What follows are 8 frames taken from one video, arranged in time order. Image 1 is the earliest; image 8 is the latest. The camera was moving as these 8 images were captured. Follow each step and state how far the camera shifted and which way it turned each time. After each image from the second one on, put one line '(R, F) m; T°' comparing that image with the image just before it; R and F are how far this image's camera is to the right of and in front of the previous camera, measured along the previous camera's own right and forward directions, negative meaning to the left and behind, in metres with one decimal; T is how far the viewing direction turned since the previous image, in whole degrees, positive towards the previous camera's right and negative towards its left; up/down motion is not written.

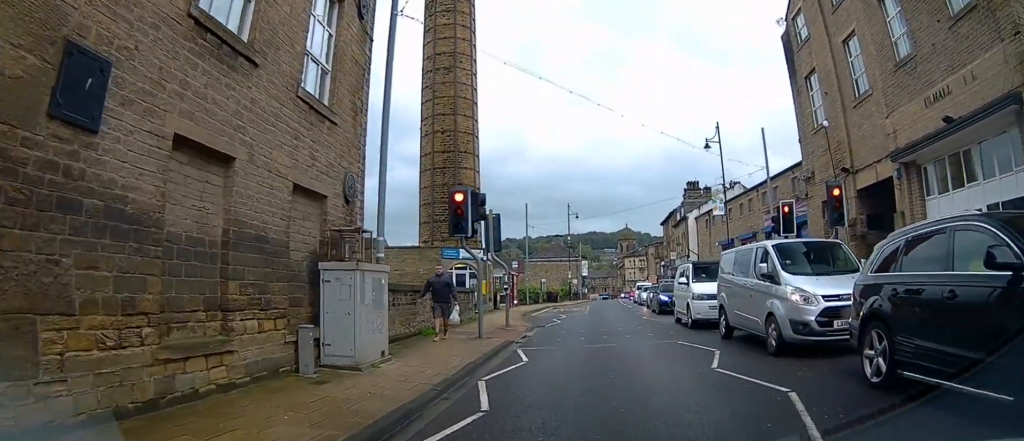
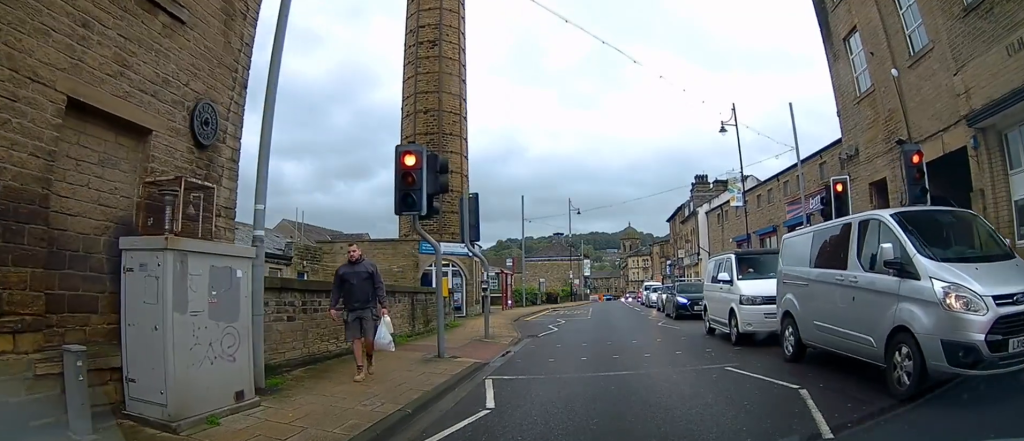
(-0.2, +4.2) m; +2°
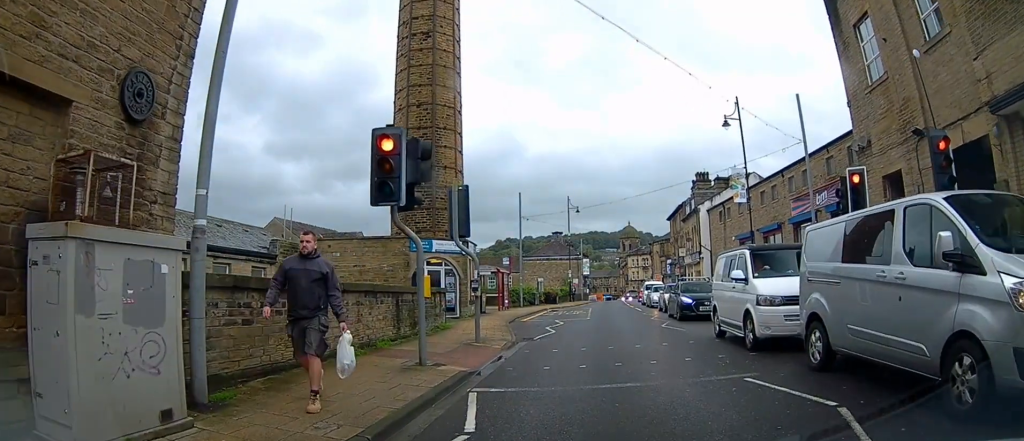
(0.0, +1.2) m; +4°
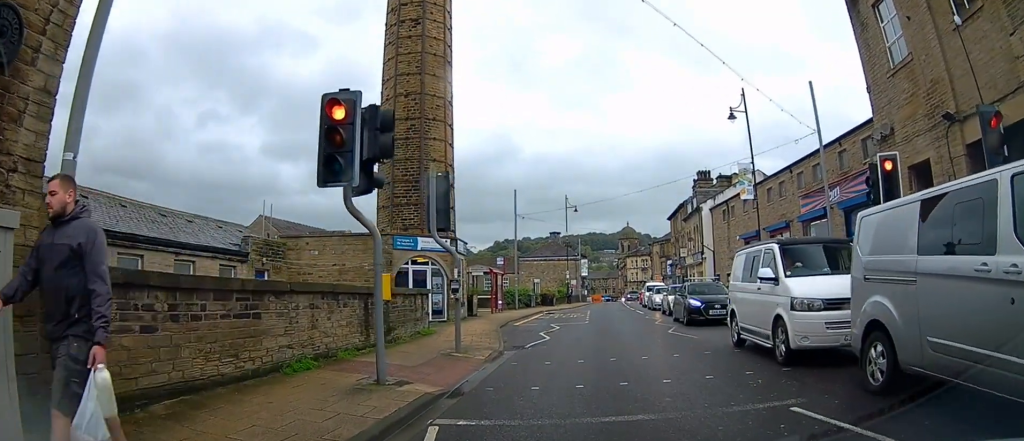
(+0.2, +1.7) m; +2°
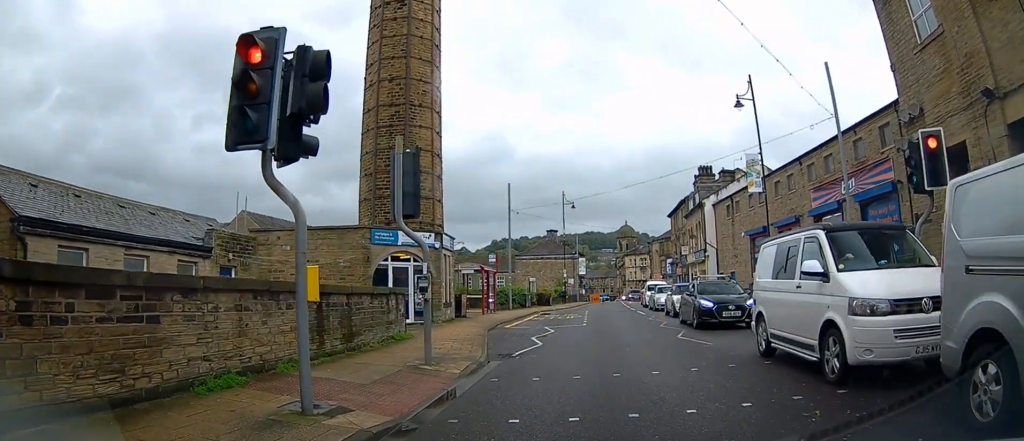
(-0.3, +1.6) m; 0°
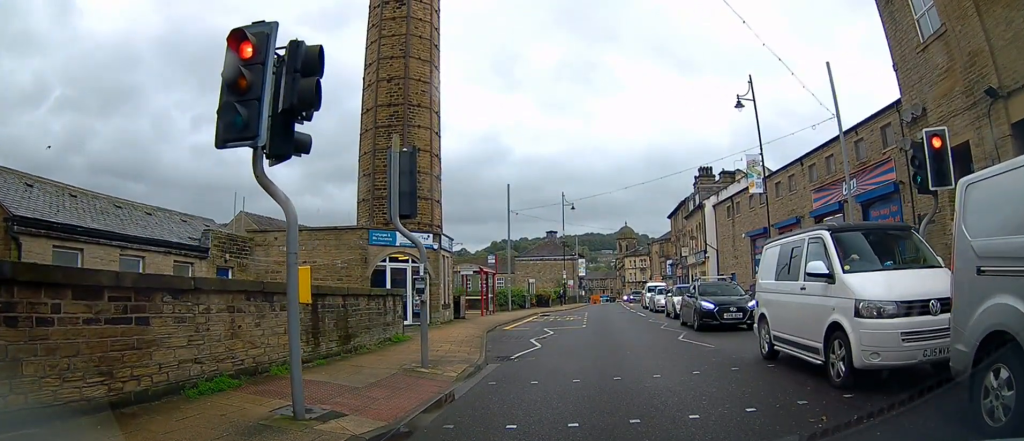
(+0.4, +0.1) m; 0°
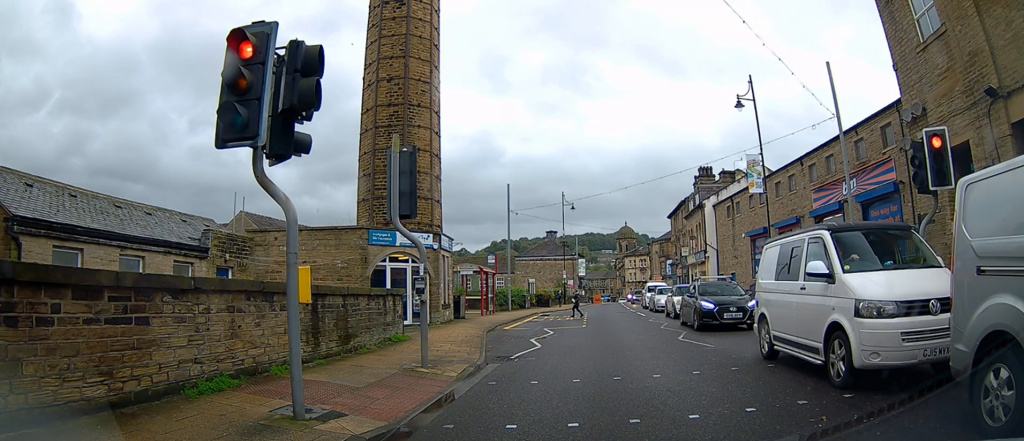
(0.0, 0.0) m; 0°
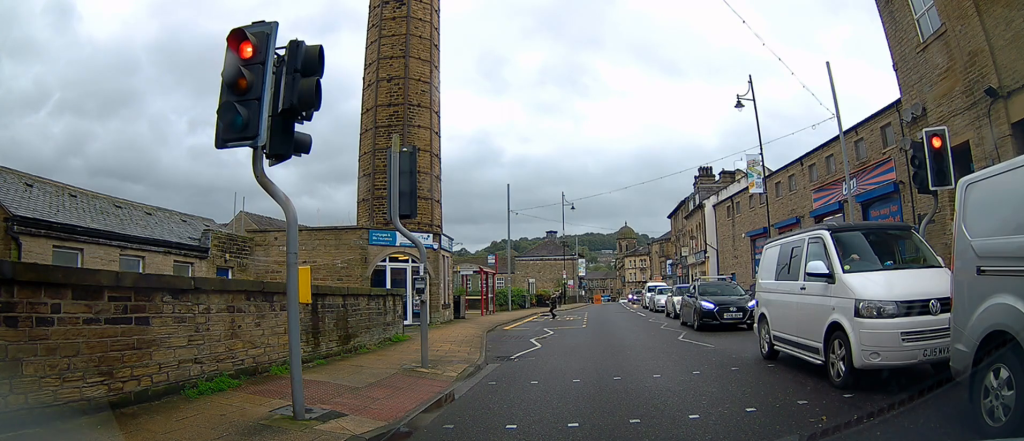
(0.0, 0.0) m; 0°
